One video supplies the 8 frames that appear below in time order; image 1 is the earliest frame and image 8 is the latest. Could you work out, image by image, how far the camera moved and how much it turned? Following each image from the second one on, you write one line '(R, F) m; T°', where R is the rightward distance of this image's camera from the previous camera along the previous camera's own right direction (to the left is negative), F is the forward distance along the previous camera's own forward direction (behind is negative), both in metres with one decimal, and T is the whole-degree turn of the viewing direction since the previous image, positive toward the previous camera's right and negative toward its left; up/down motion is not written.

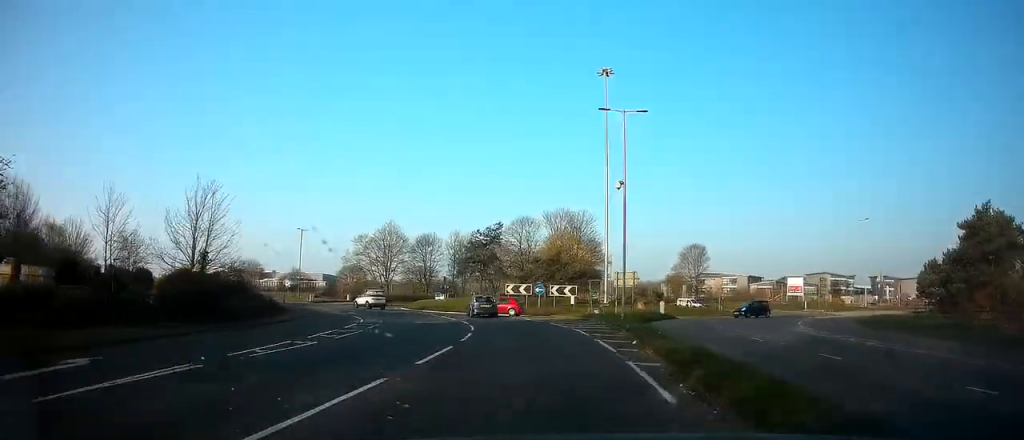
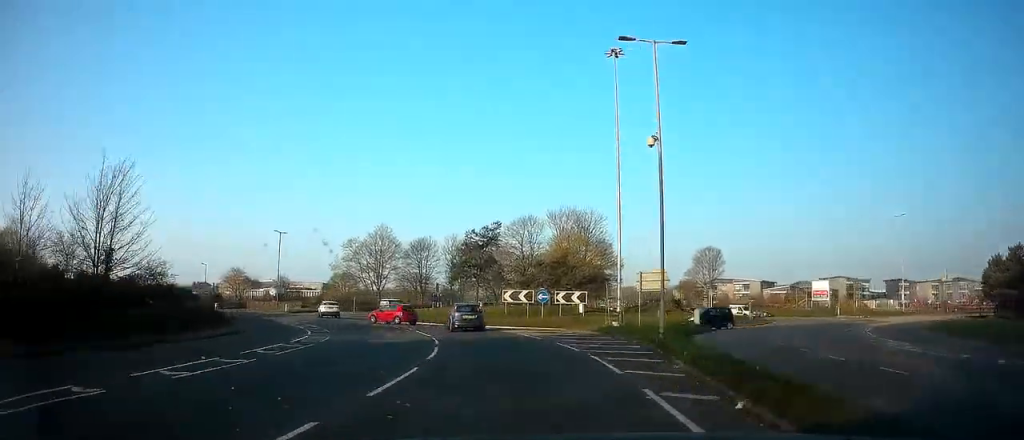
(-0.4, +9.1) m; -5°
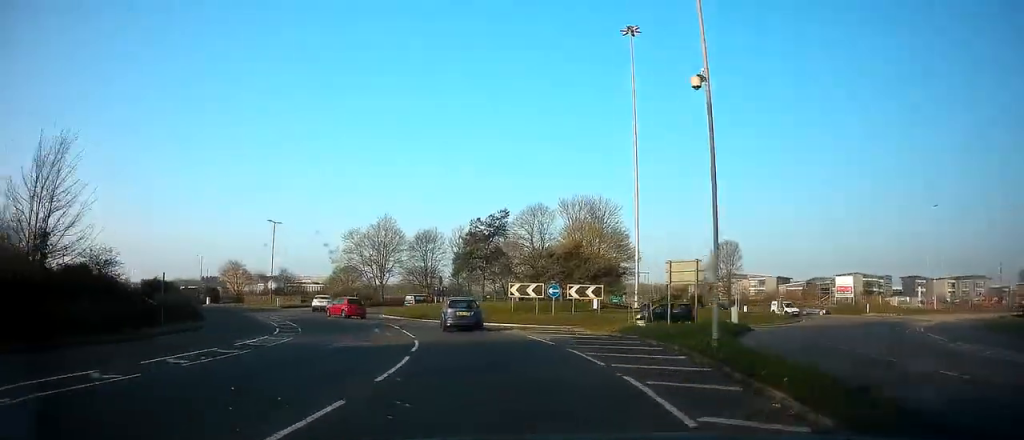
(0.0, +5.6) m; -3°
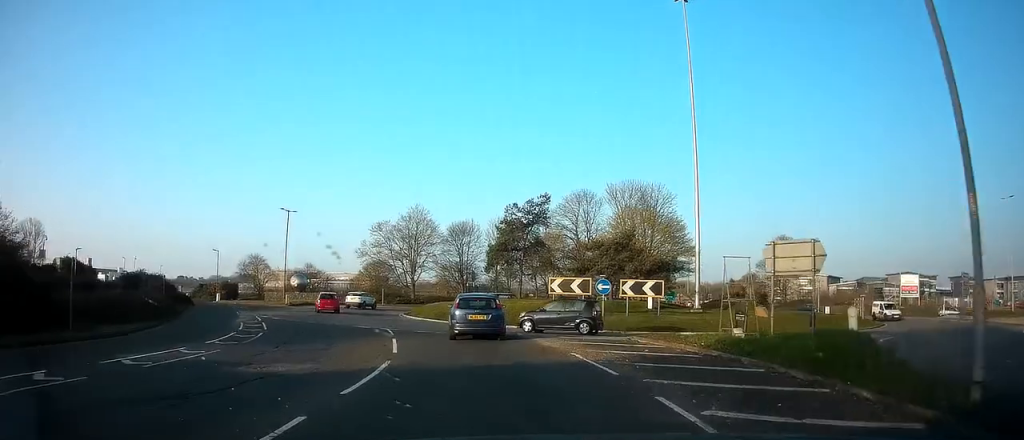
(-0.6, +7.8) m; -4°
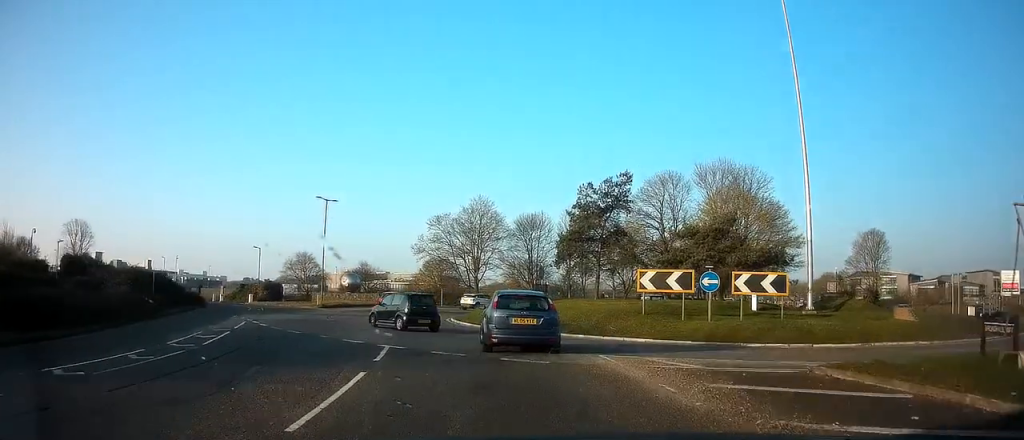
(-0.2, +9.9) m; -3°
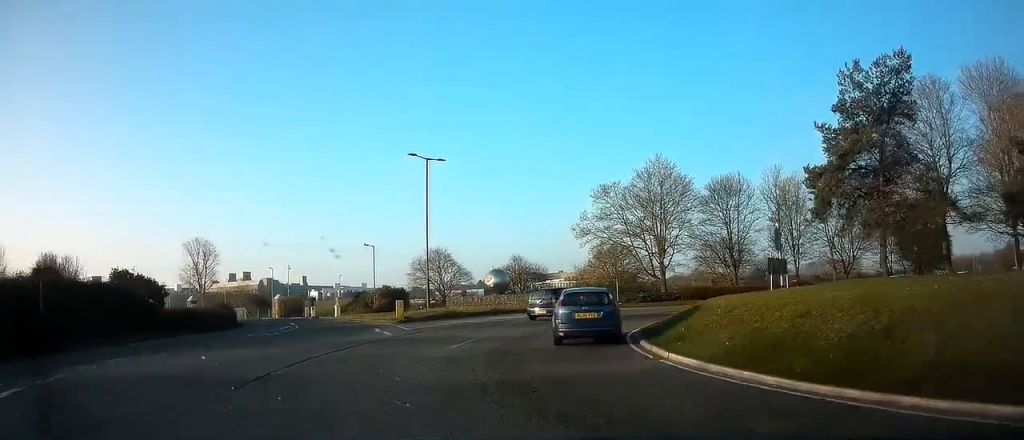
(-1.8, +17.6) m; -12°
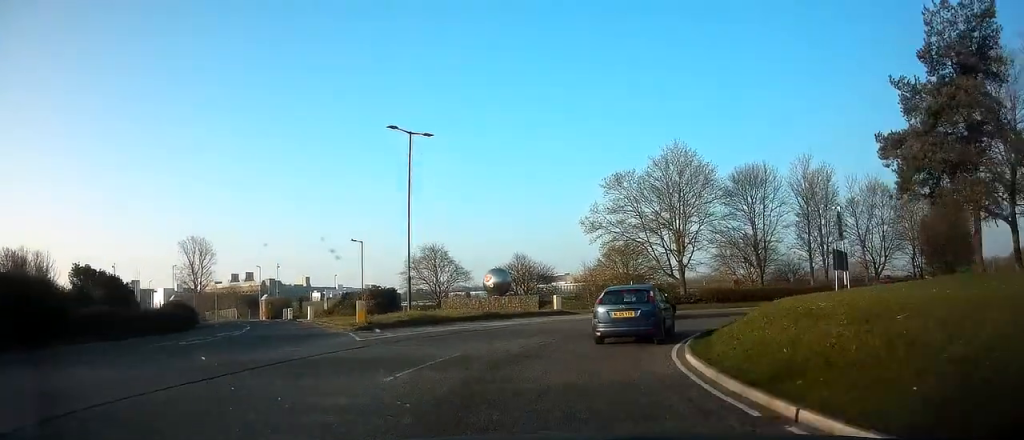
(-0.2, +4.4) m; -1°
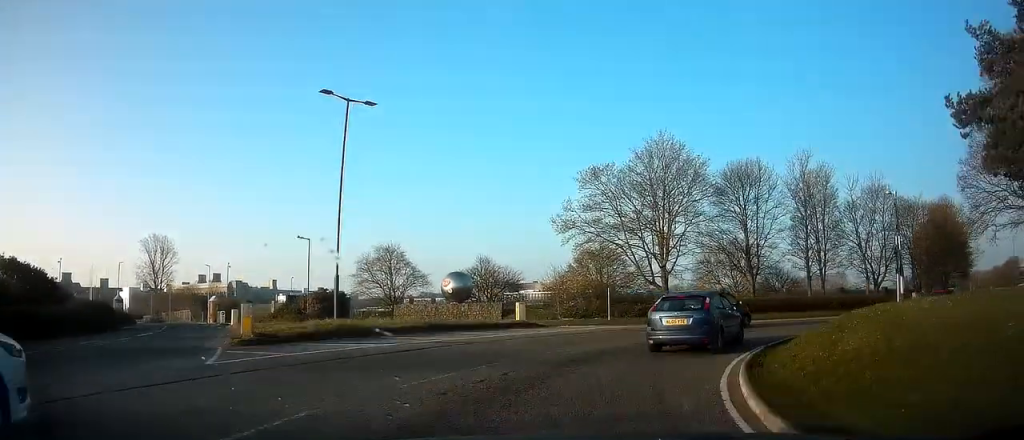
(0.0, +5.1) m; +4°
